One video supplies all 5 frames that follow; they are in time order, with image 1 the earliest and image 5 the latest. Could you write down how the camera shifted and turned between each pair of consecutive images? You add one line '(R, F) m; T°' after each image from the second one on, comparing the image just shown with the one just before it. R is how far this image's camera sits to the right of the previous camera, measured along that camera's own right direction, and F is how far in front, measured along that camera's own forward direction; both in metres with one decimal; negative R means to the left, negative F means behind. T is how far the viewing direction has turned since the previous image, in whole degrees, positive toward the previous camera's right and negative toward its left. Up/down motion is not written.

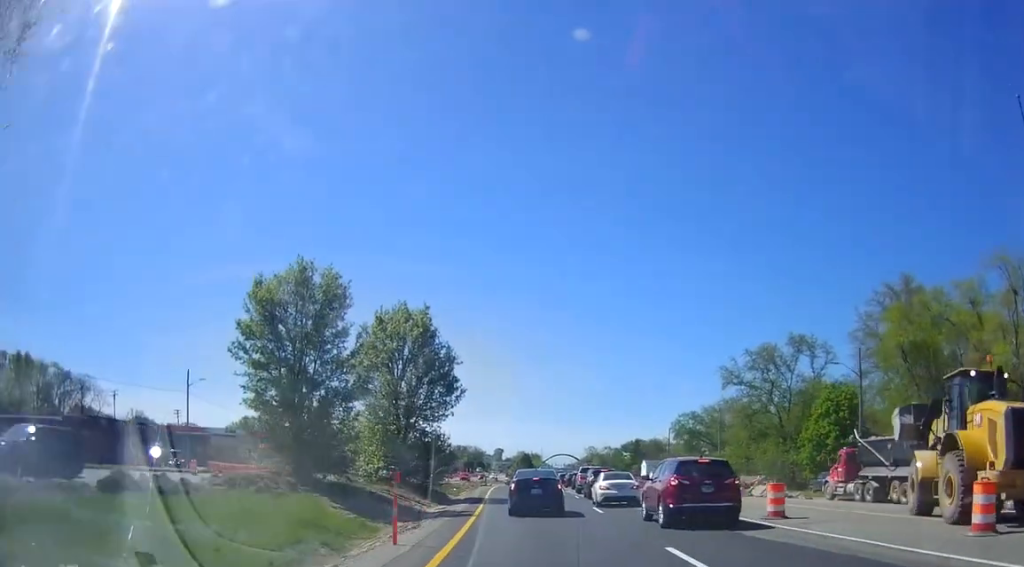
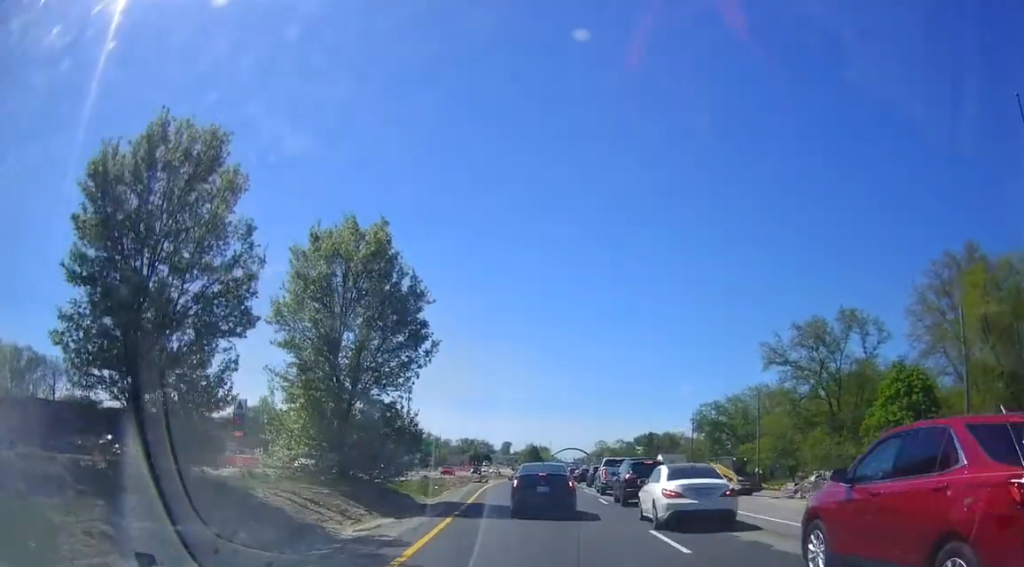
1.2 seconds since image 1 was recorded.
(+0.1, +11.9) m; 0°
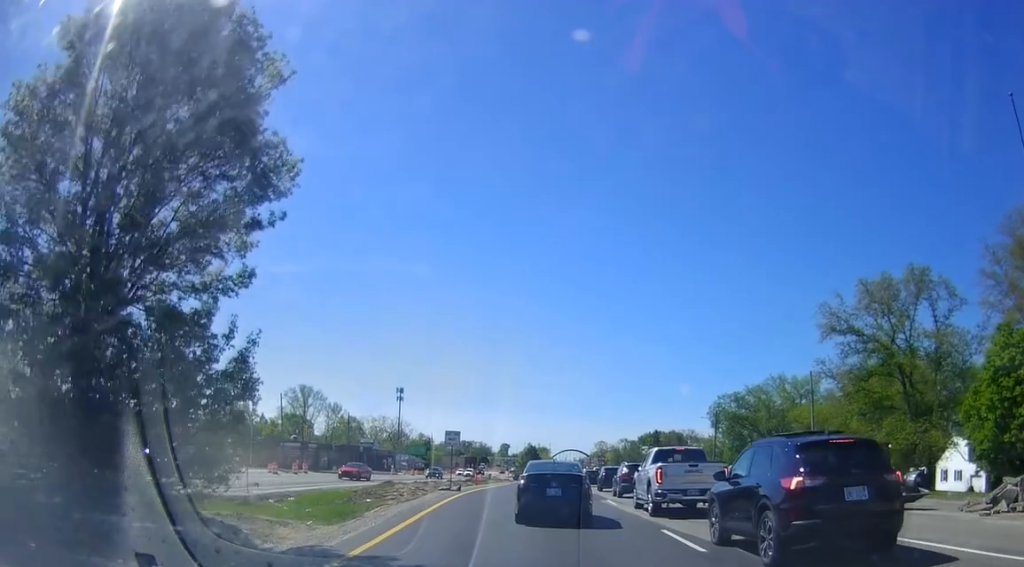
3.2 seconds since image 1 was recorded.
(0.0, +15.9) m; +1°
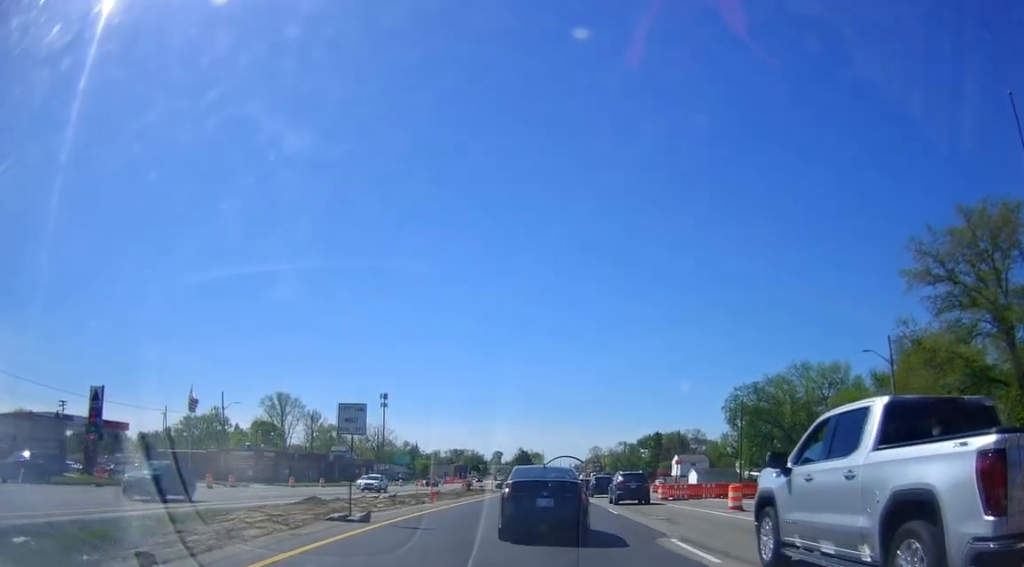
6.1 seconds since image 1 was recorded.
(+0.6, +15.2) m; -5°
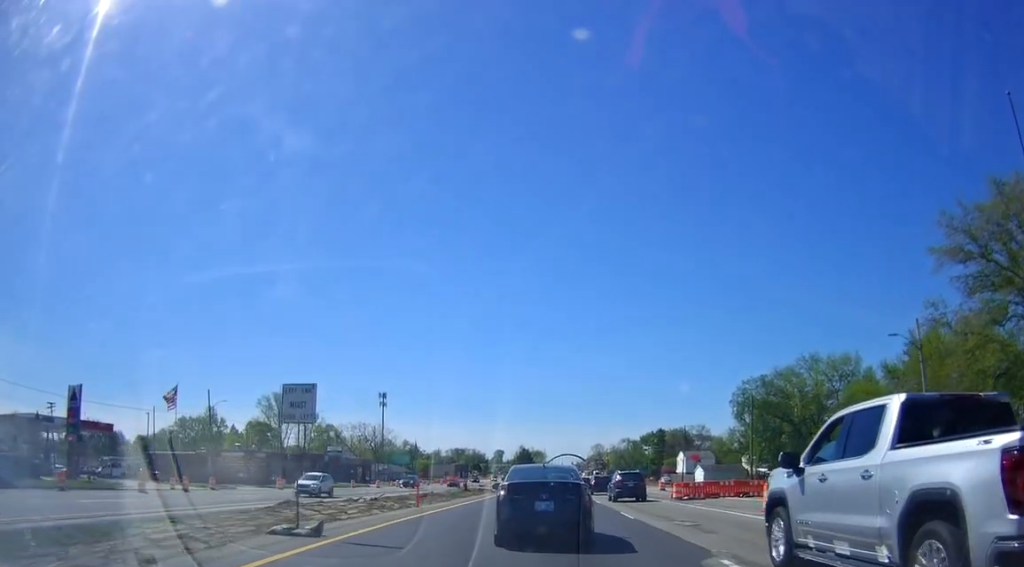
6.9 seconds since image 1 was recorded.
(-0.3, +3.2) m; -2°
